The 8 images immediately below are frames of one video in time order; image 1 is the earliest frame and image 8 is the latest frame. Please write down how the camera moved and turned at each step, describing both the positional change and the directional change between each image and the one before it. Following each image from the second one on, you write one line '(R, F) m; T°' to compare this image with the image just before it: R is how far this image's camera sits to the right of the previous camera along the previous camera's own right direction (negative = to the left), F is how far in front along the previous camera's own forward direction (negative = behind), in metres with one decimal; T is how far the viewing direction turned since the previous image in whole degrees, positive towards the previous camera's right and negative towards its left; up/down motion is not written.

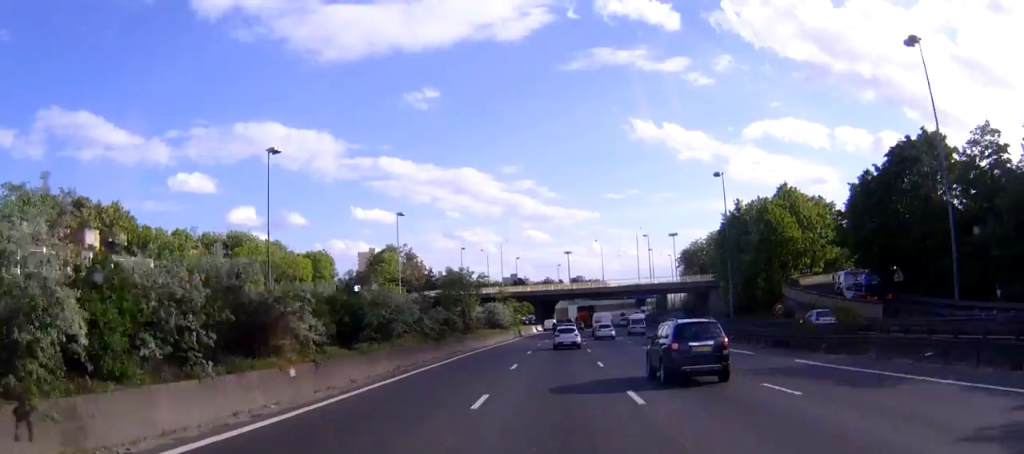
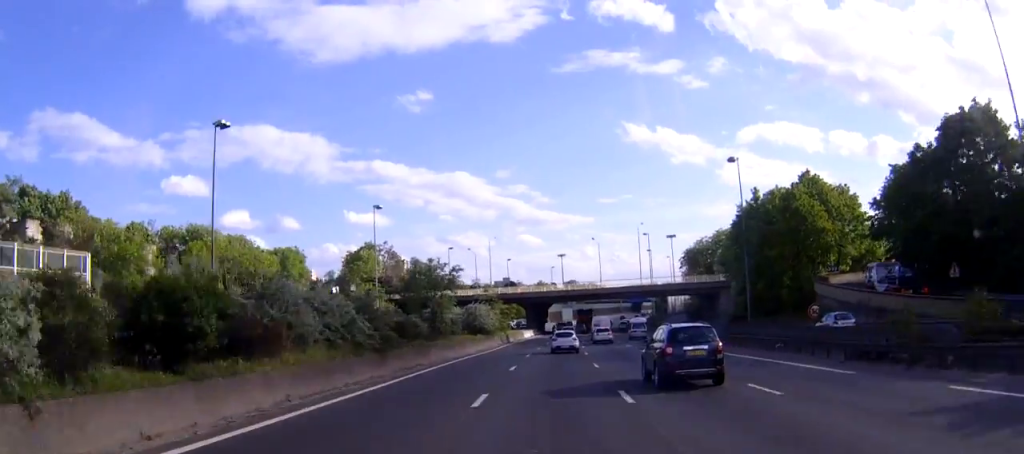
(0.0, +12.2) m; 0°
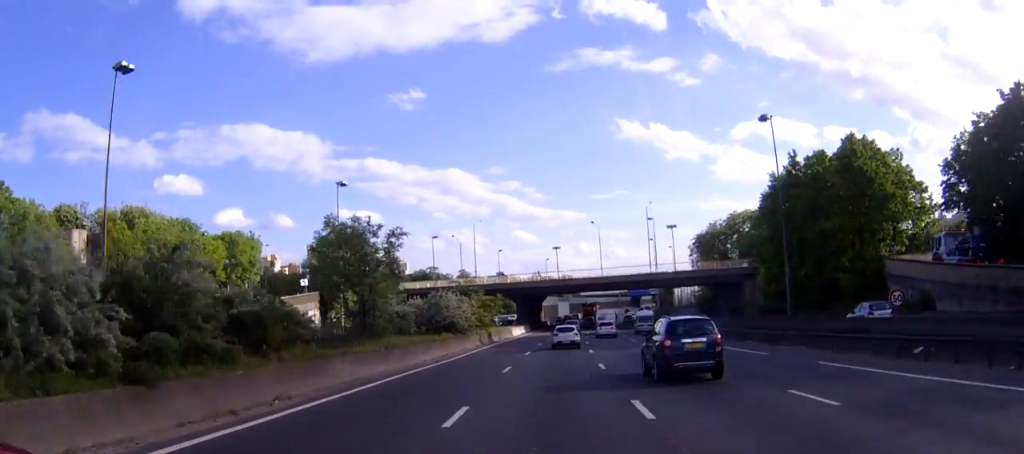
(+0.1, +17.0) m; 0°
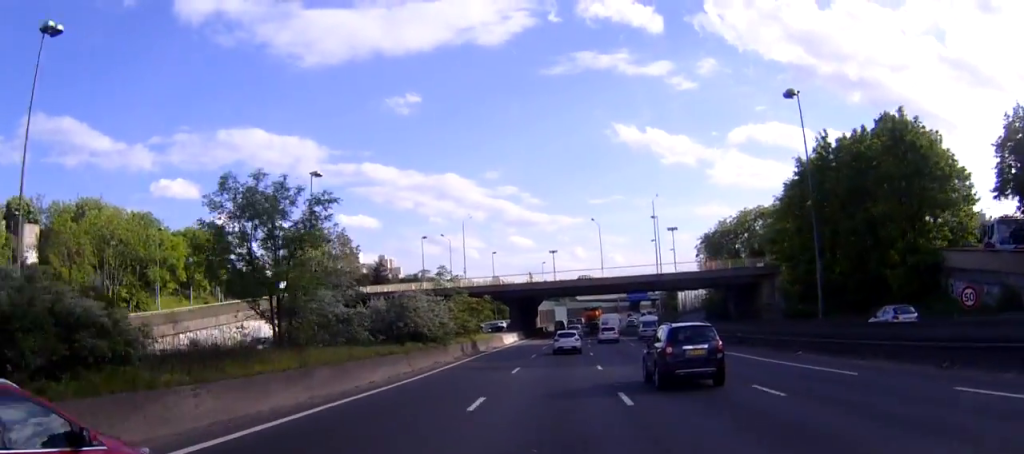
(0.0, +9.7) m; 0°
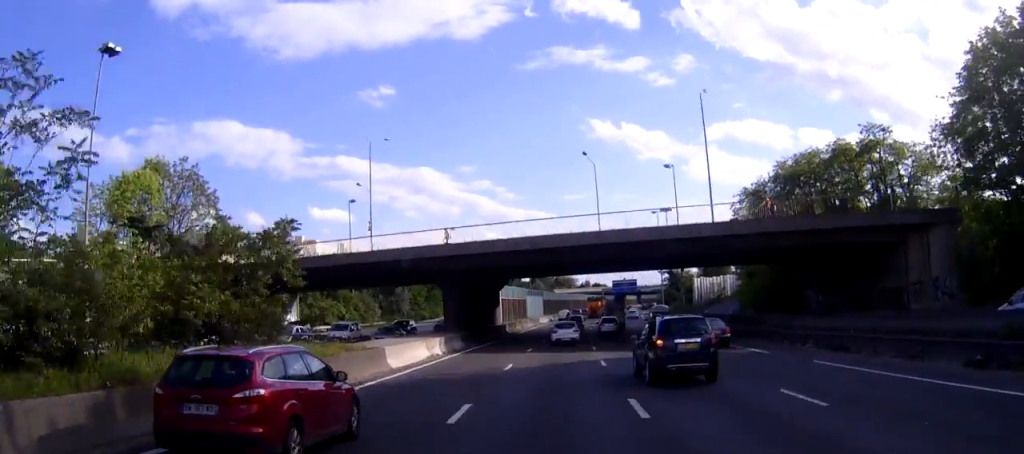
(+0.4, +42.3) m; +2°
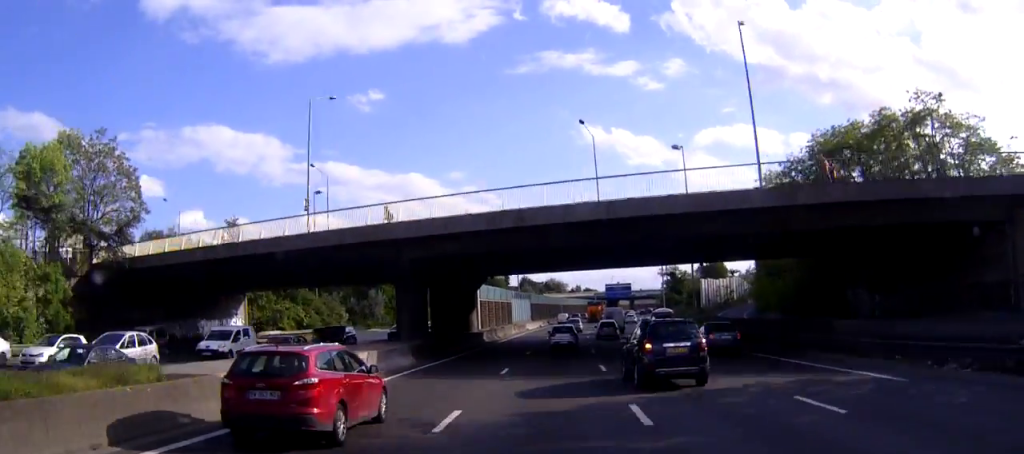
(+0.2, +14.0) m; +1°
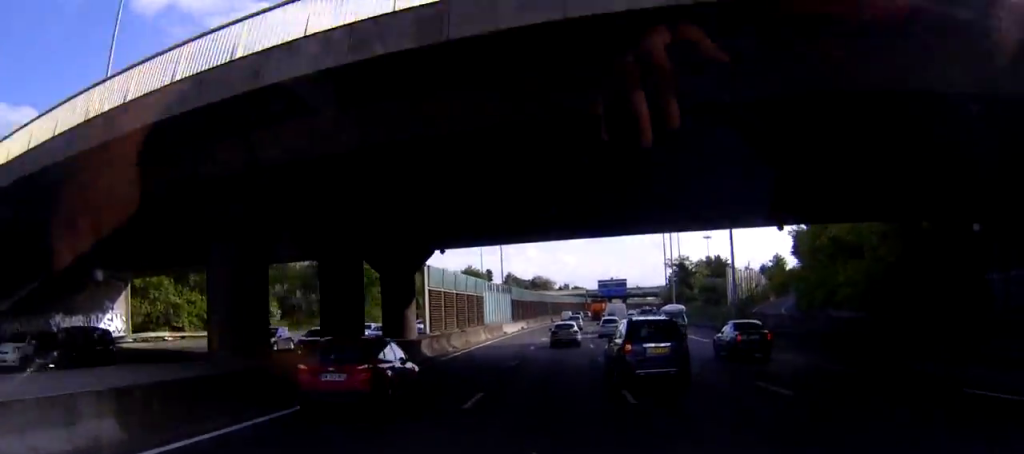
(+0.3, +23.1) m; +1°
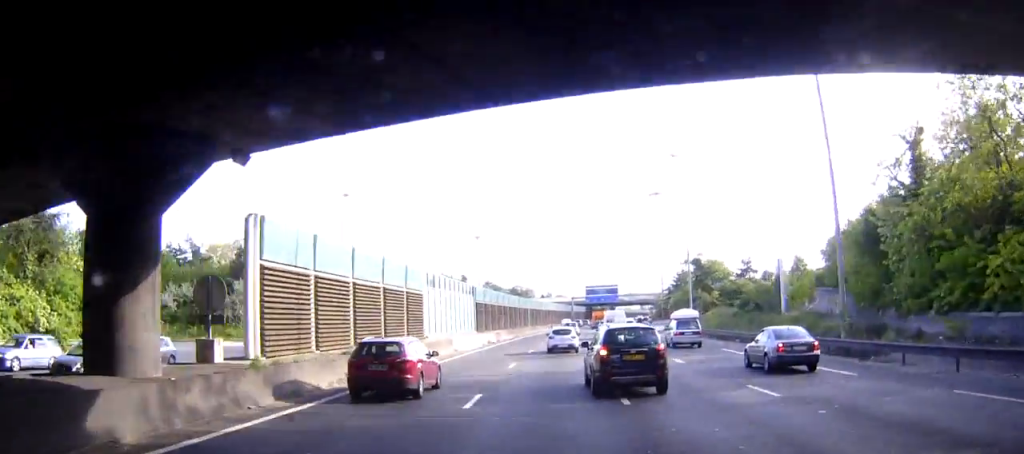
(+0.3, +25.6) m; +2°
